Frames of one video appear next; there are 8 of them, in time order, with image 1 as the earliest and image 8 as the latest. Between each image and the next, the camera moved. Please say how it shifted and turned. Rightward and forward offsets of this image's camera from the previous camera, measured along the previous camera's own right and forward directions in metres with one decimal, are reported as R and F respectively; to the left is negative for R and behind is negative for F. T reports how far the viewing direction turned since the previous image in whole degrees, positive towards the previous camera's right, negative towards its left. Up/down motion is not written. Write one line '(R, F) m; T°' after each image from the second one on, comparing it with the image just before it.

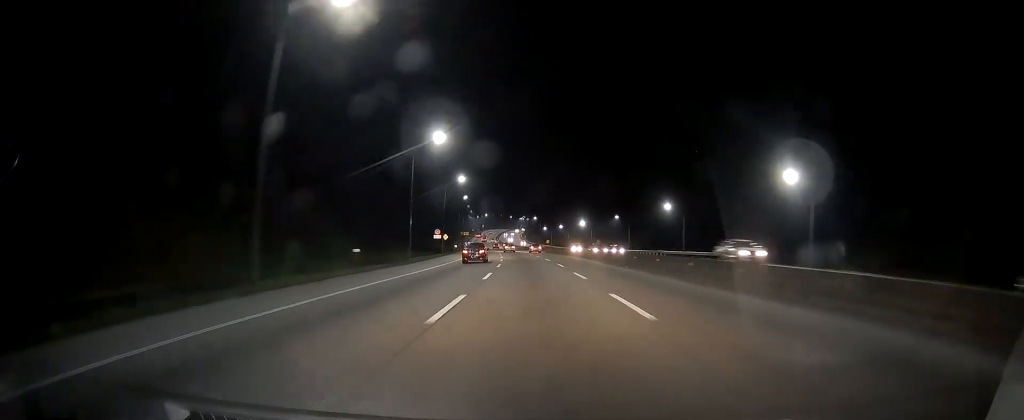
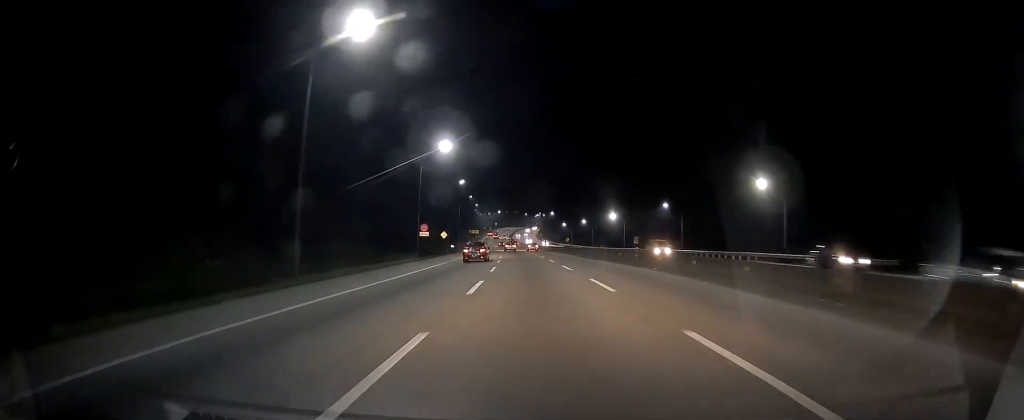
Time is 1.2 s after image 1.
(-1.1, +30.5) m; -3°
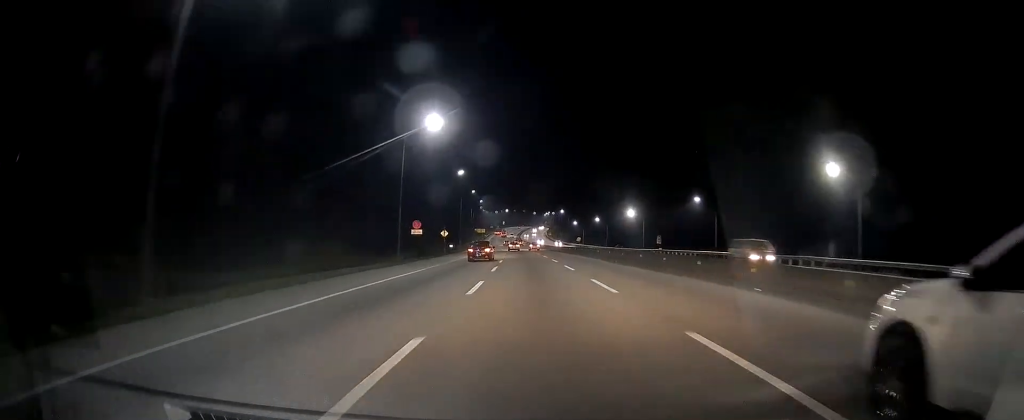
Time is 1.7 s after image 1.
(-0.1, +12.4) m; 0°
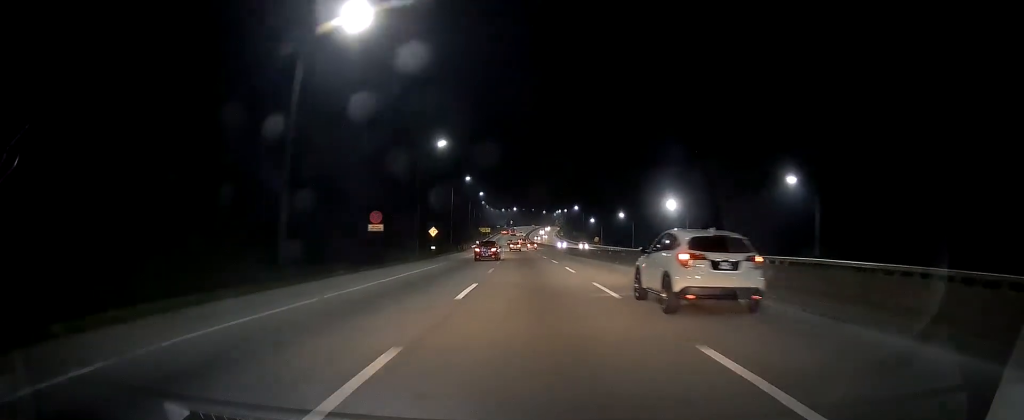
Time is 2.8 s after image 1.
(0.0, +25.7) m; 0°
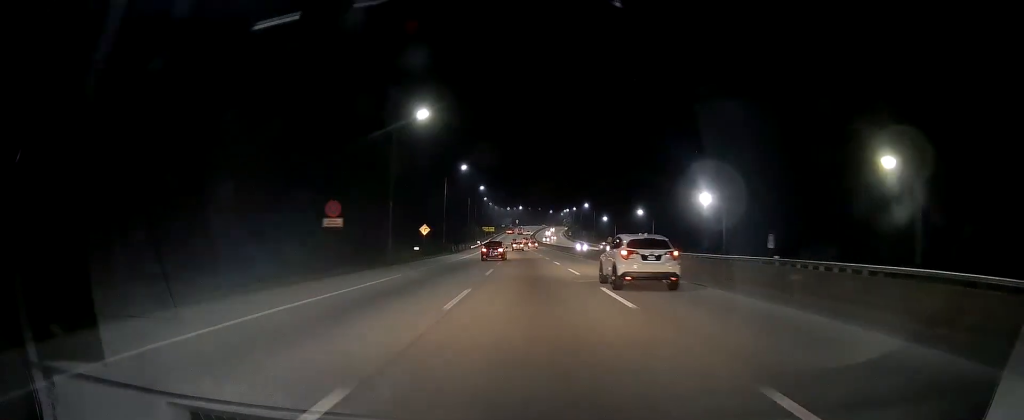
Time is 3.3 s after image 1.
(0.0, +14.1) m; 0°
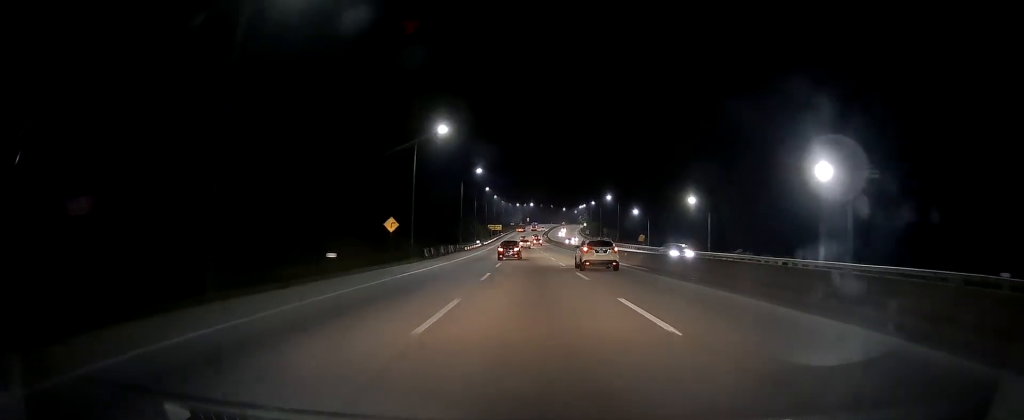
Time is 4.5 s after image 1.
(-0.1, +28.1) m; -1°
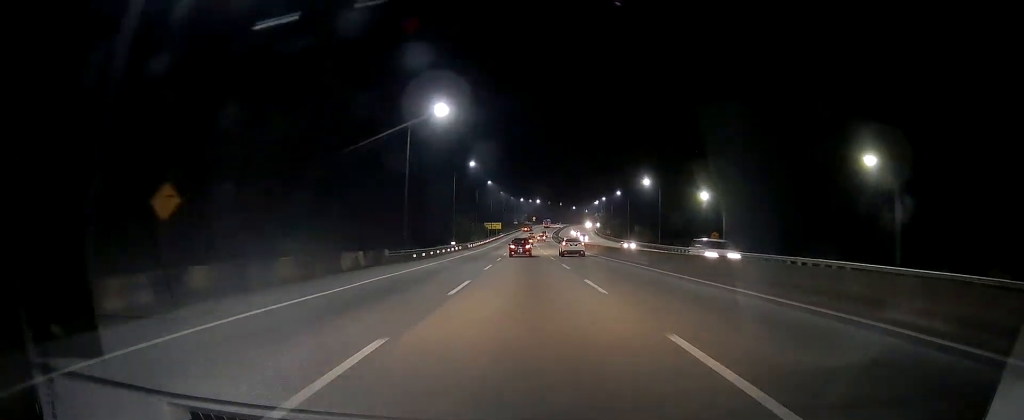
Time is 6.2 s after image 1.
(-1.3, +42.4) m; -3°
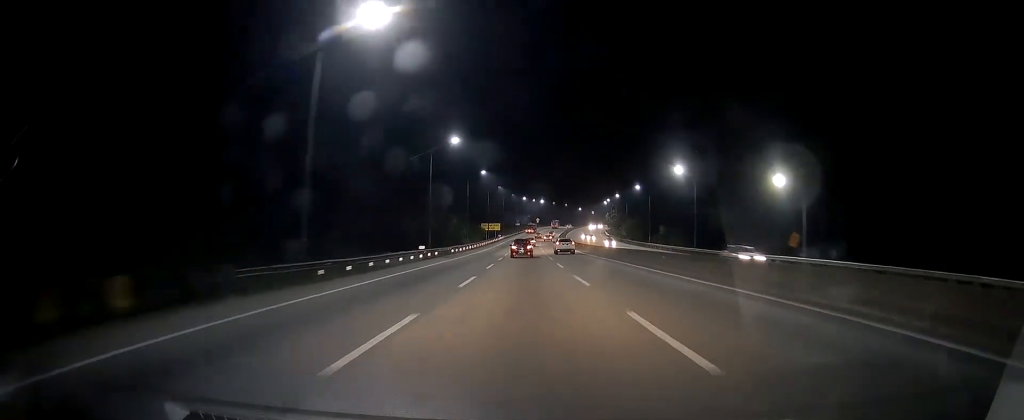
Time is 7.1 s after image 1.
(0.0, +21.7) m; 0°
